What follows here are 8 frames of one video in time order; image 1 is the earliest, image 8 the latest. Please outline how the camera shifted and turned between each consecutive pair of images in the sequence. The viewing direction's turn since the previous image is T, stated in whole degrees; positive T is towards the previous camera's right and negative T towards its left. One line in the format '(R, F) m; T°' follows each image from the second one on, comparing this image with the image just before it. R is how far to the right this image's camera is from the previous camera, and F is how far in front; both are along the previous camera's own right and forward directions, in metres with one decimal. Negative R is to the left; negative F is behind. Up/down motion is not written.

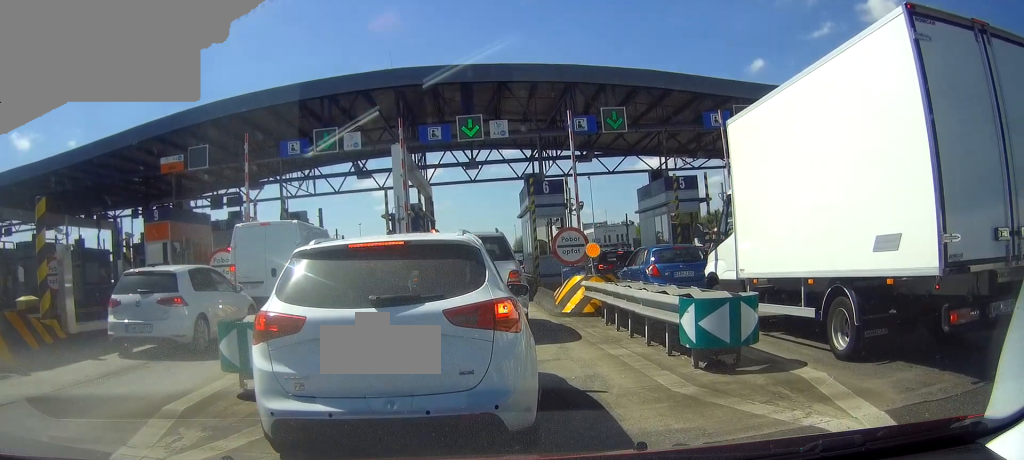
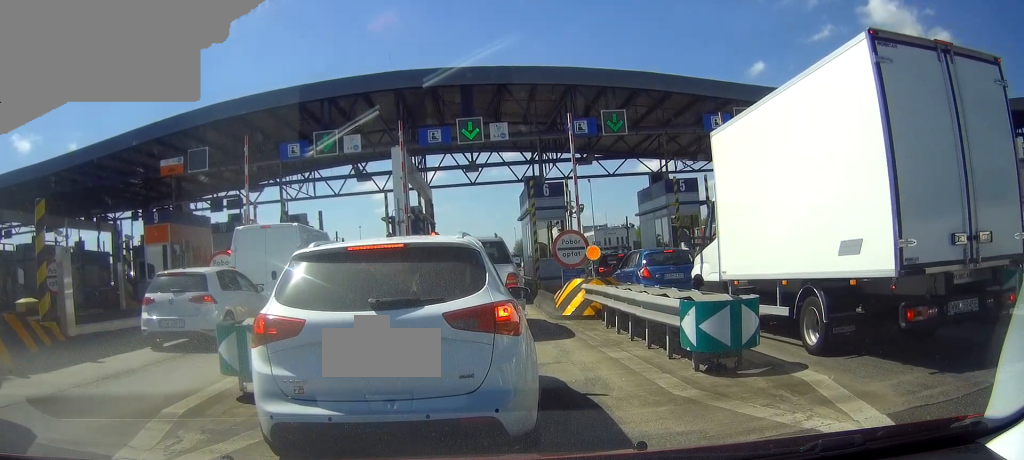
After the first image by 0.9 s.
(-0.1, +0.3) m; 0°
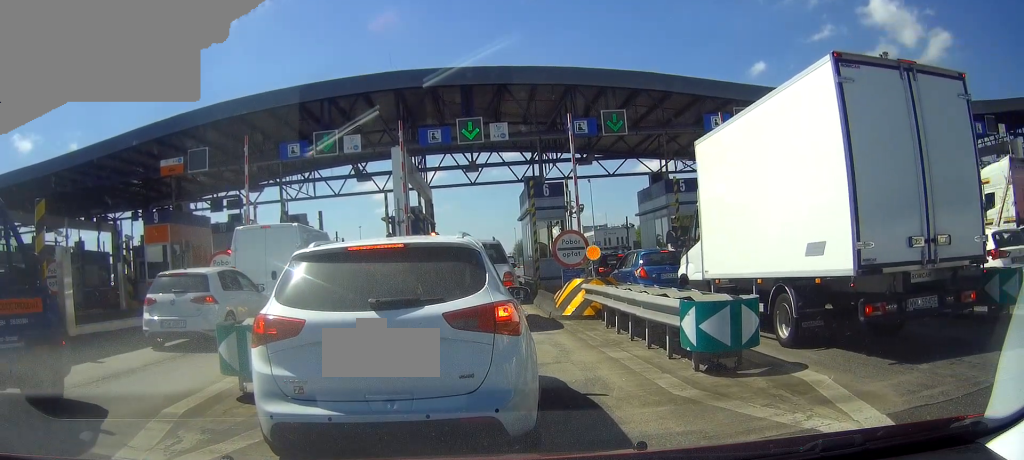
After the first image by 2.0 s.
(0.0, 0.0) m; 0°
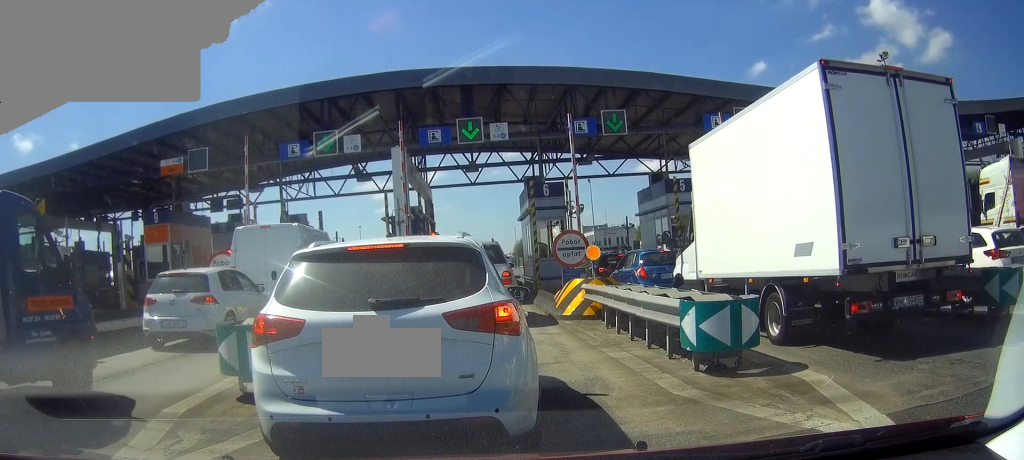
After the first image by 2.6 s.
(0.0, 0.0) m; 0°
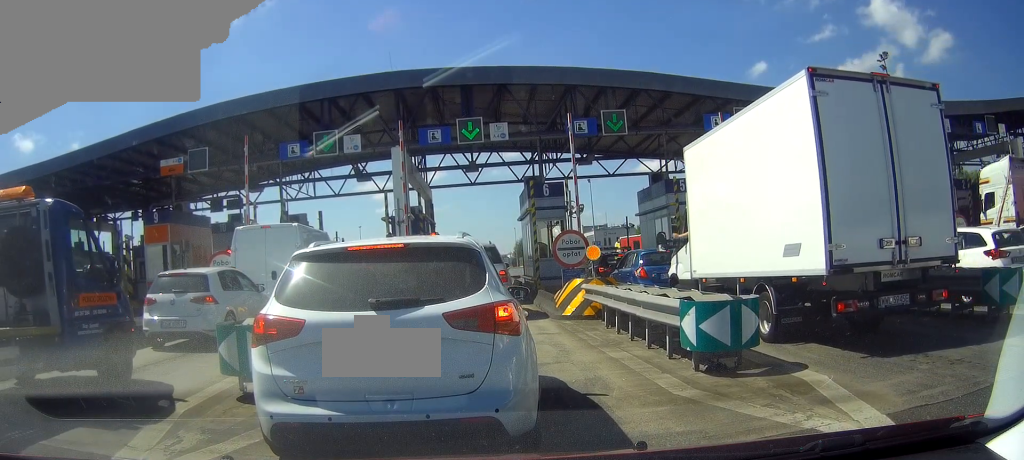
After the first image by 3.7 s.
(0.0, 0.0) m; 0°
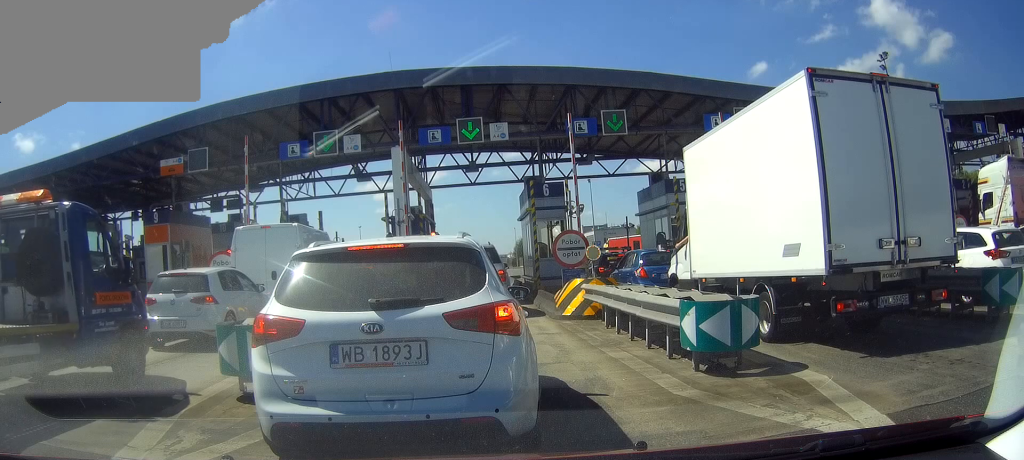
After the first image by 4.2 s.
(0.0, 0.0) m; 0°
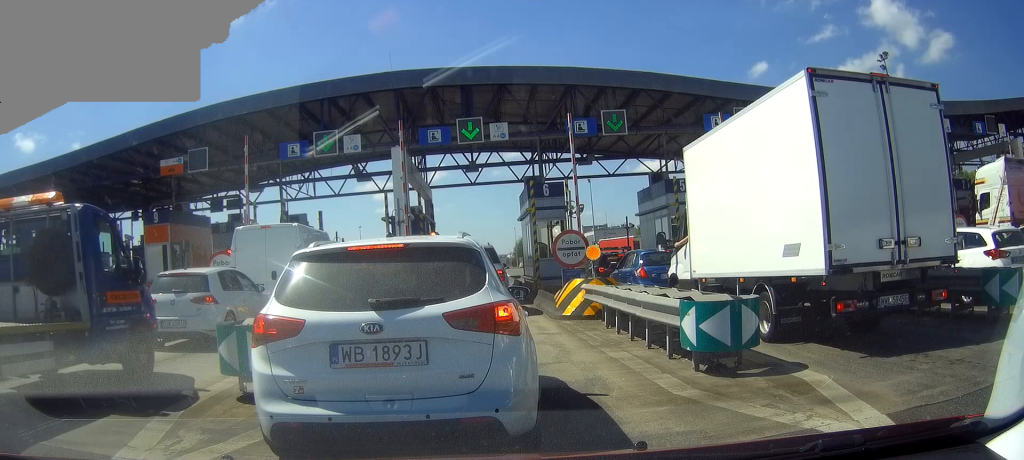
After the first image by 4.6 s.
(0.0, 0.0) m; 0°
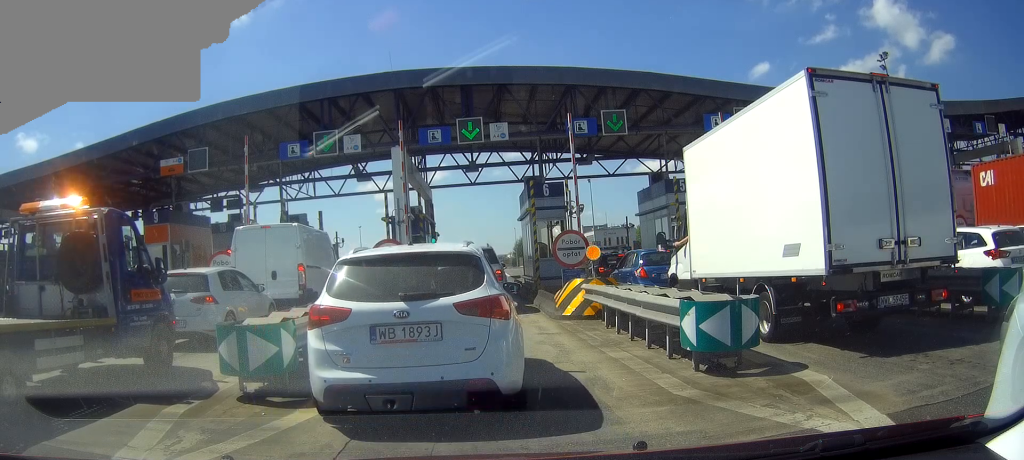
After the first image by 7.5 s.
(0.0, +0.3) m; 0°
